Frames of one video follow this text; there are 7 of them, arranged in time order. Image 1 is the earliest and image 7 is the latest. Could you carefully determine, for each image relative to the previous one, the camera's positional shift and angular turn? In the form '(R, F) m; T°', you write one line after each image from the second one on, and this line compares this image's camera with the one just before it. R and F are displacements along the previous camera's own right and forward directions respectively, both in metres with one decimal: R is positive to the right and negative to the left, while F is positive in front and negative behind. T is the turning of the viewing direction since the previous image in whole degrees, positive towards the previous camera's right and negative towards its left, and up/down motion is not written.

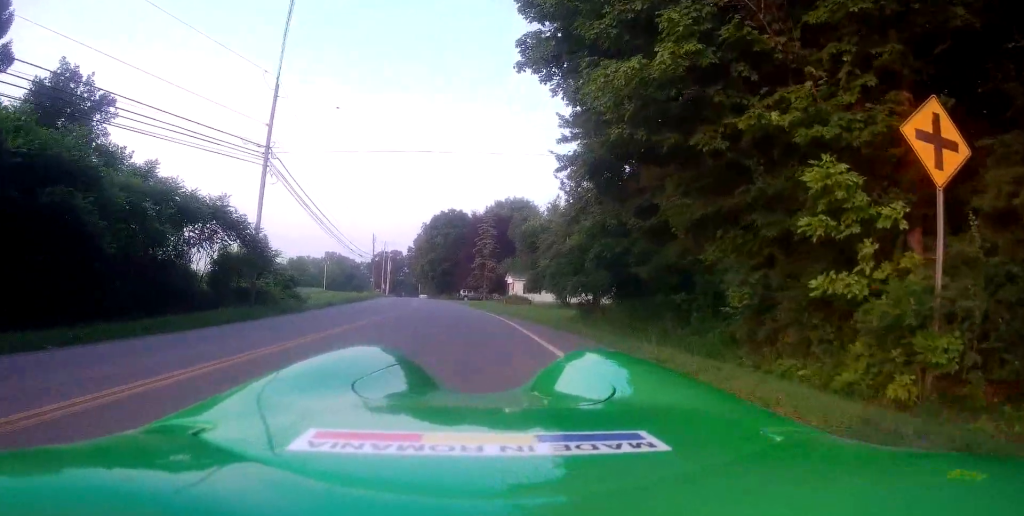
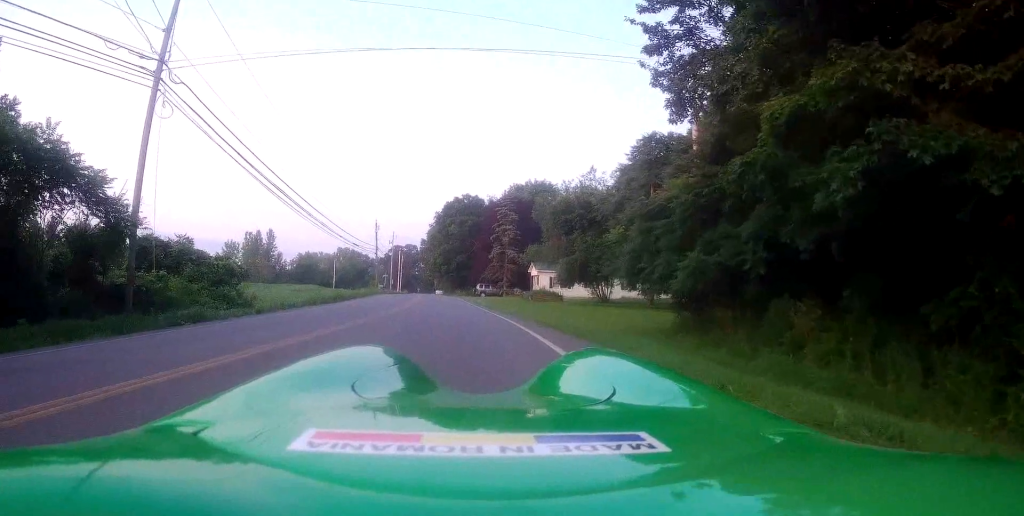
(-0.2, +11.3) m; -2°
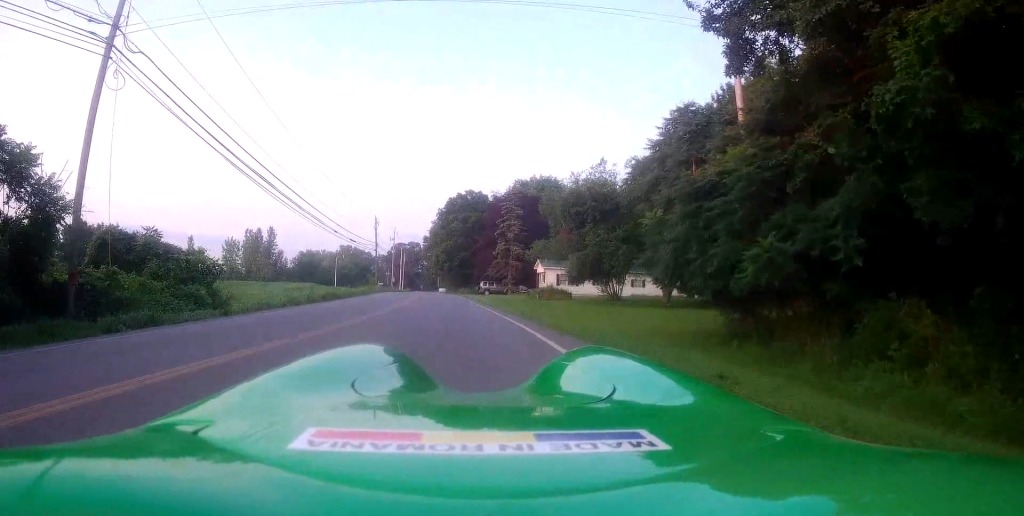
(0.0, +3.0) m; -1°
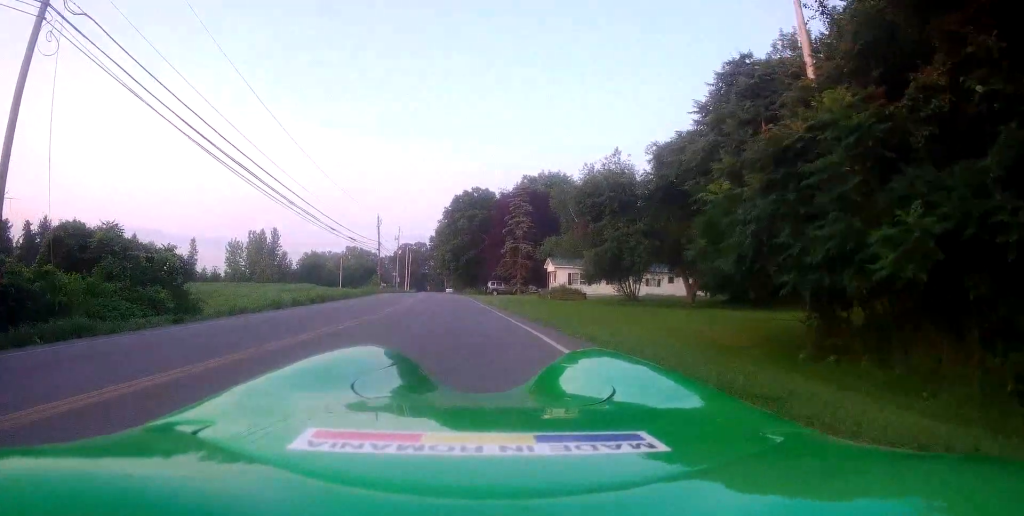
(0.0, +3.2) m; -2°
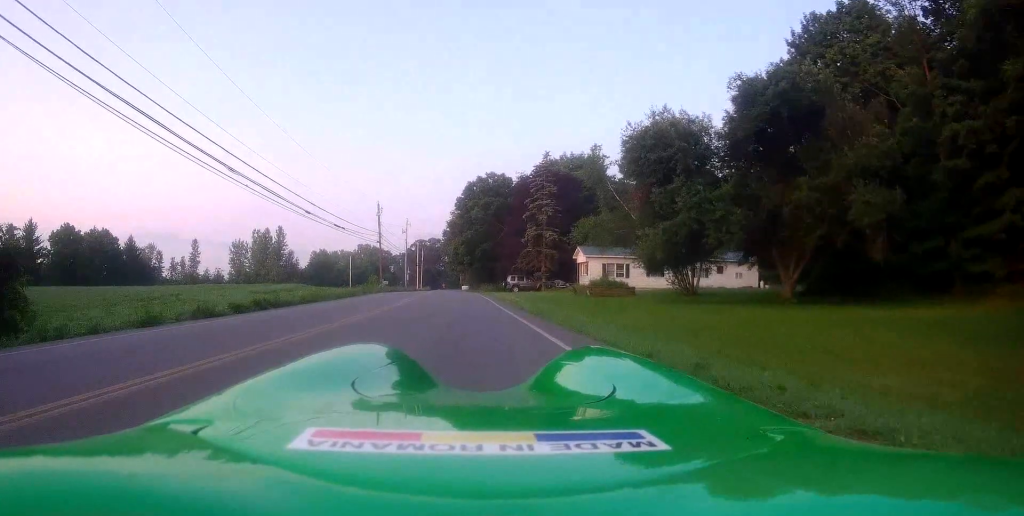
(-0.5, +9.9) m; -4°
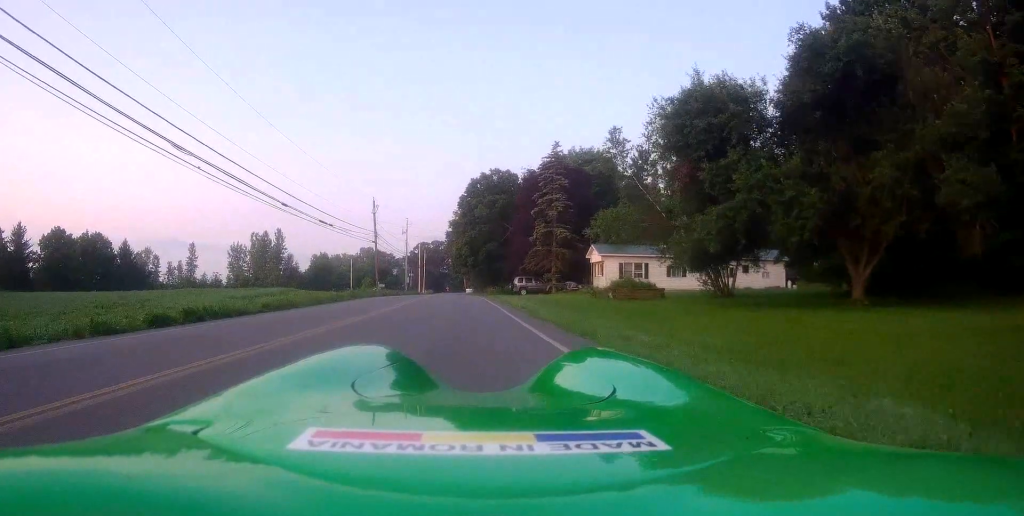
(0.0, +4.9) m; 0°
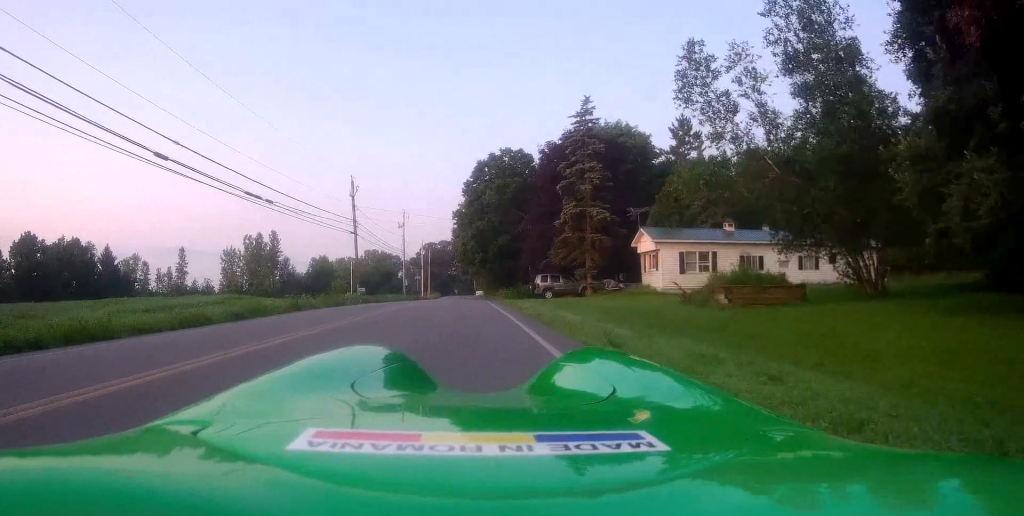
(+0.5, +13.1) m; +5°
